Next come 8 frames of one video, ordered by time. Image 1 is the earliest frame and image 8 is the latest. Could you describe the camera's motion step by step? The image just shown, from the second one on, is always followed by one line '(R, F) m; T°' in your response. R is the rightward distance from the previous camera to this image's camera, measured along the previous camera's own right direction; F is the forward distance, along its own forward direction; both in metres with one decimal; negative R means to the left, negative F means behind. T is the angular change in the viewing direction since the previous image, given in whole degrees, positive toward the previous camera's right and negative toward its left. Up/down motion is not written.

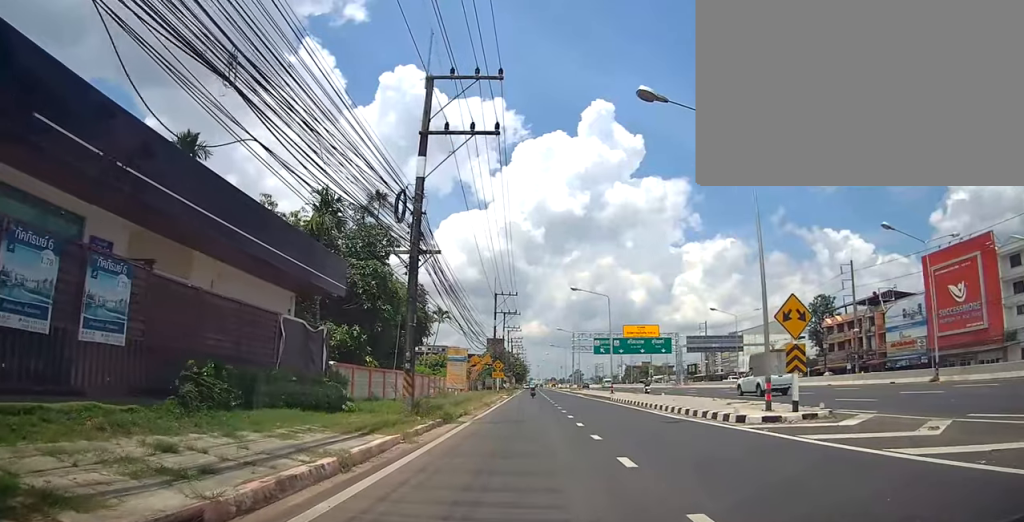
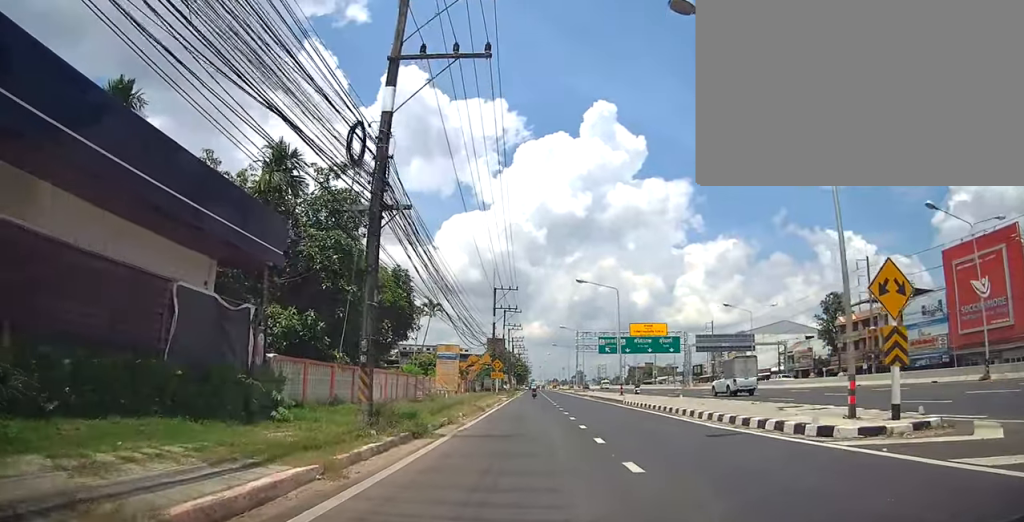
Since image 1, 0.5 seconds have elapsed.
(0.0, +3.8) m; +1°
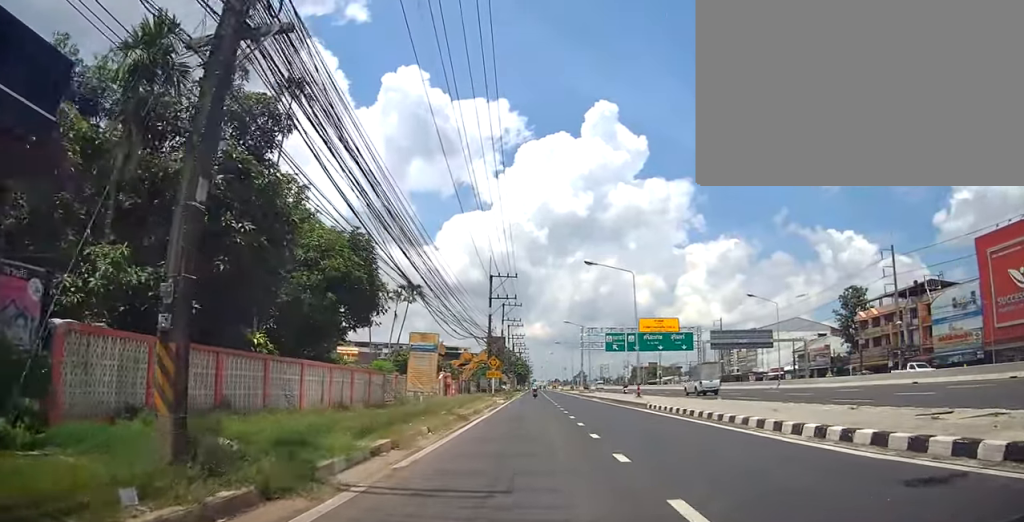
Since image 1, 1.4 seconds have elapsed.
(0.0, +6.1) m; +4°
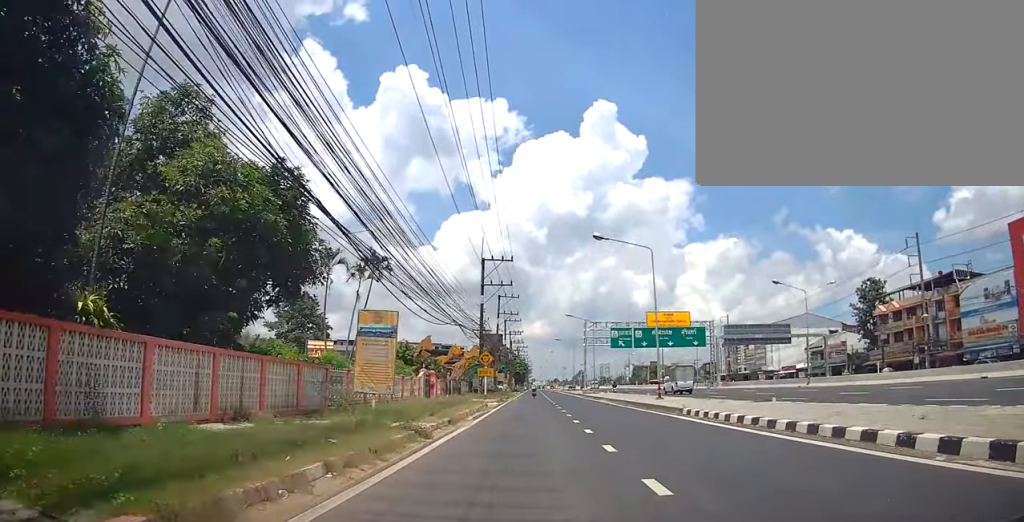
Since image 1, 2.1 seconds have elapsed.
(+0.4, +6.2) m; +3°
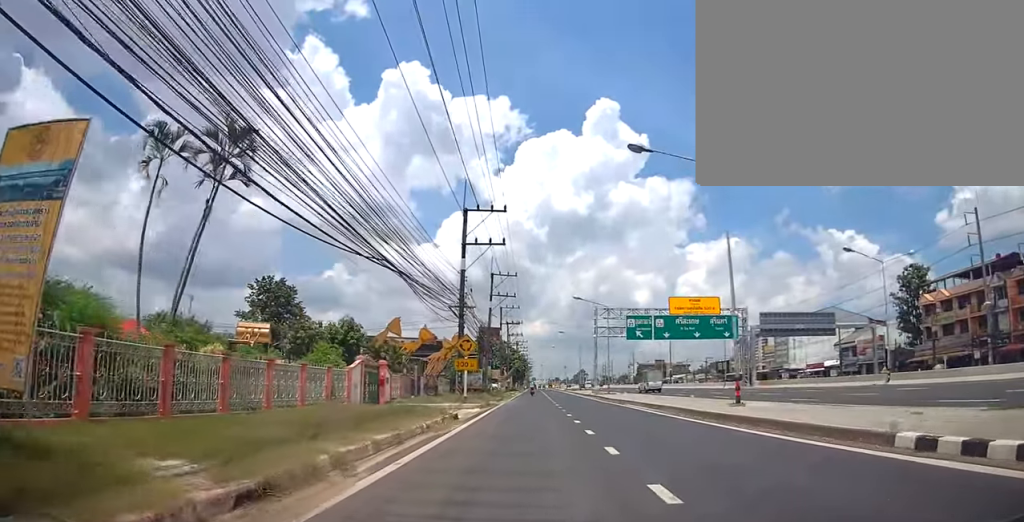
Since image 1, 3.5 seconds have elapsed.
(+0.1, +11.9) m; -1°
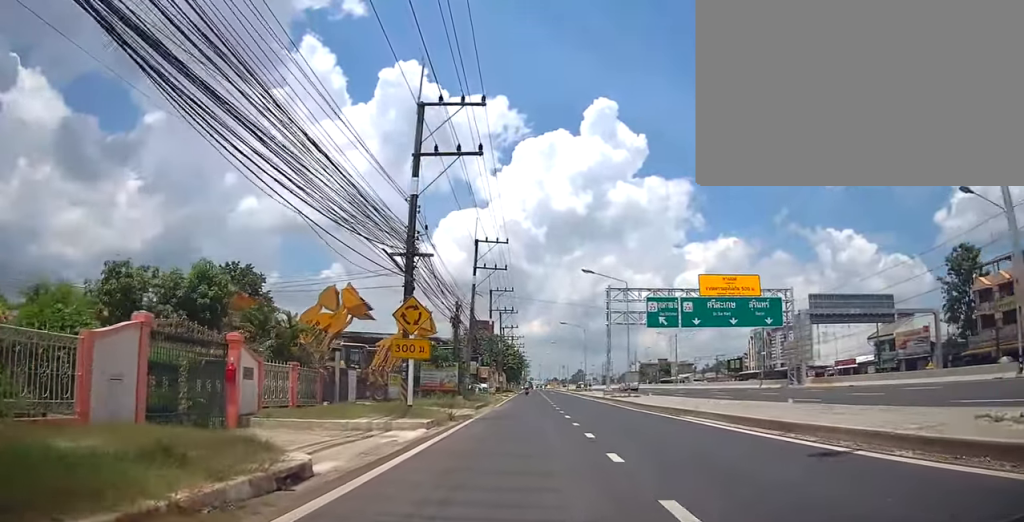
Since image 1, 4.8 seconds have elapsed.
(-0.4, +12.8) m; -2°
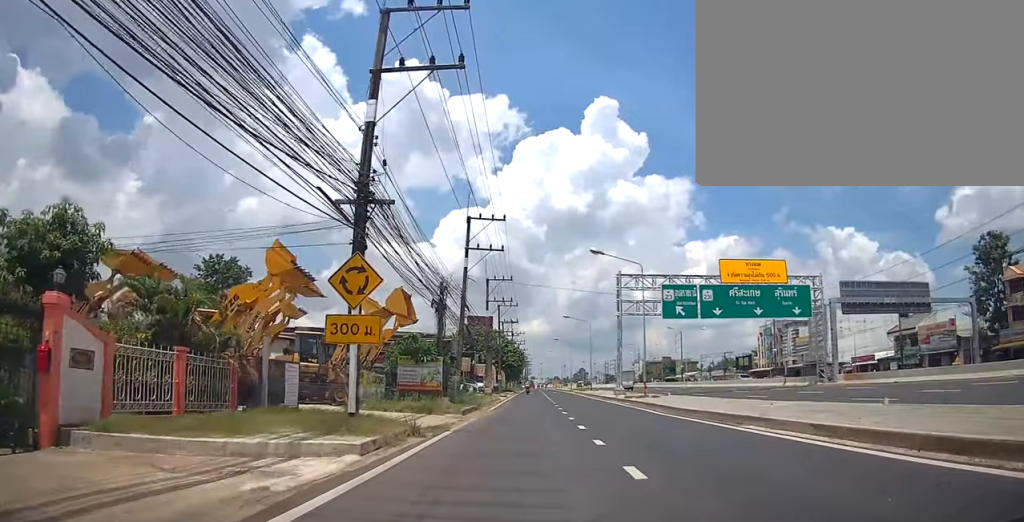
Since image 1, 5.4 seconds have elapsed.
(0.0, +5.7) m; 0°
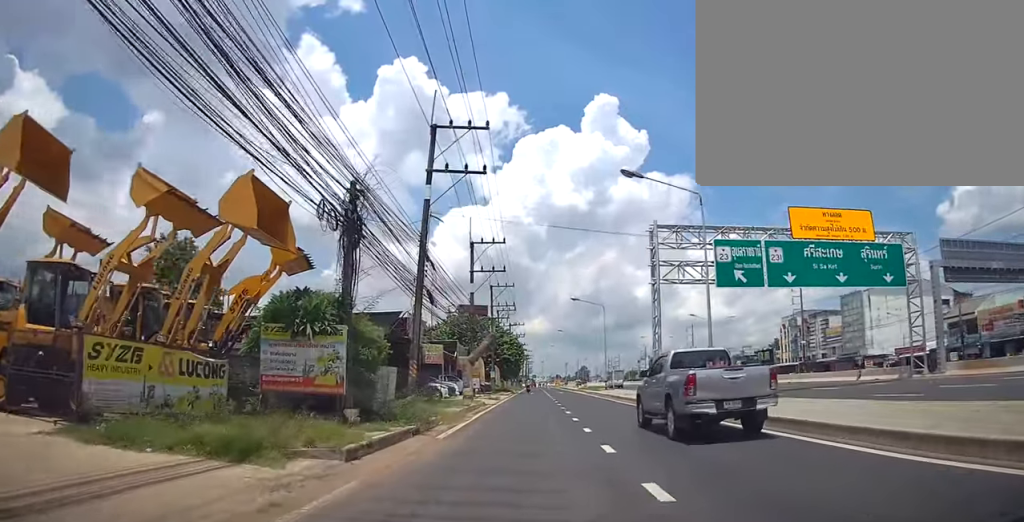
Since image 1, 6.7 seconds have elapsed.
(+0.1, +13.4) m; +2°
